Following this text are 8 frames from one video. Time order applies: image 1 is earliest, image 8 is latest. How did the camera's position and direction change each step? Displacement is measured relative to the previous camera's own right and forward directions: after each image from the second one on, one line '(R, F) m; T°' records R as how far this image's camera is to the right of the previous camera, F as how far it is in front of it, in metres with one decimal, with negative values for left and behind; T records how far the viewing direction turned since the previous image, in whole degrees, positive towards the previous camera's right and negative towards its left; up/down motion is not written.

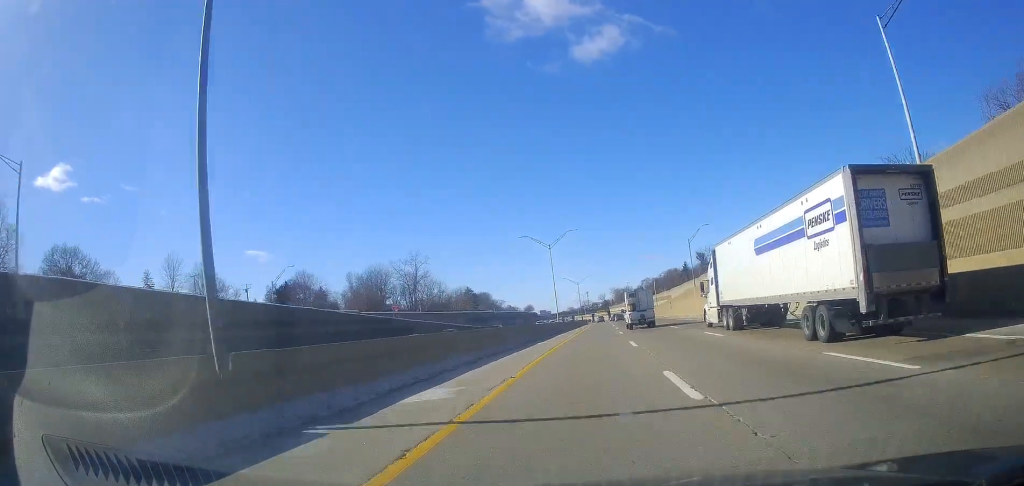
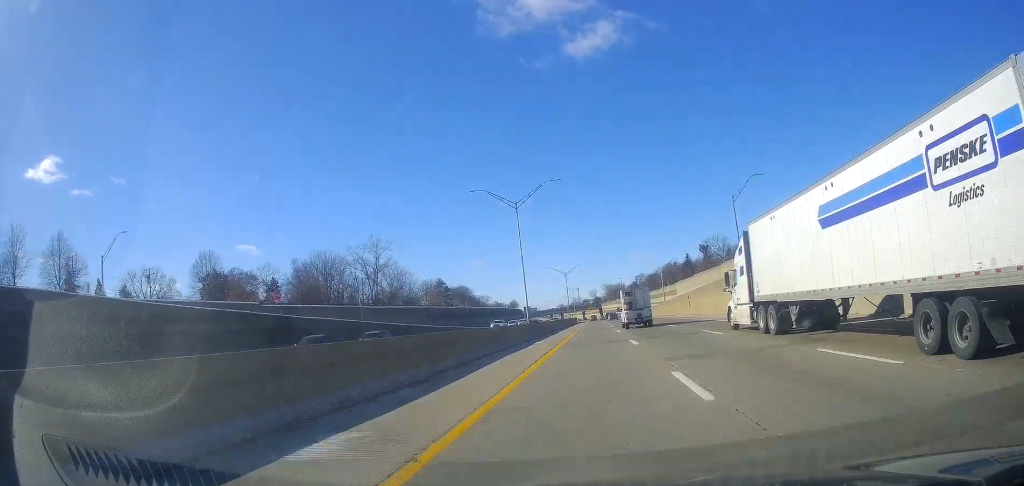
(+0.2, +30.0) m; 0°
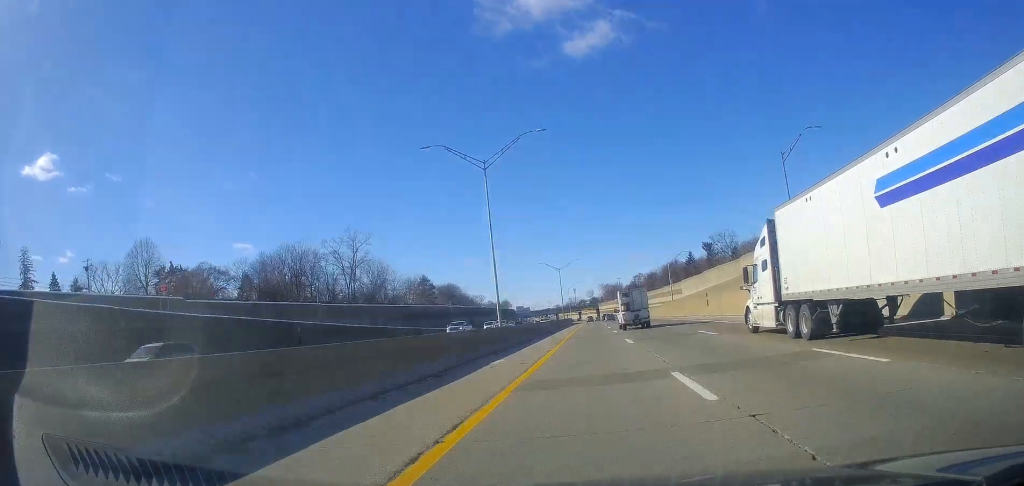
(0.0, +15.0) m; 0°
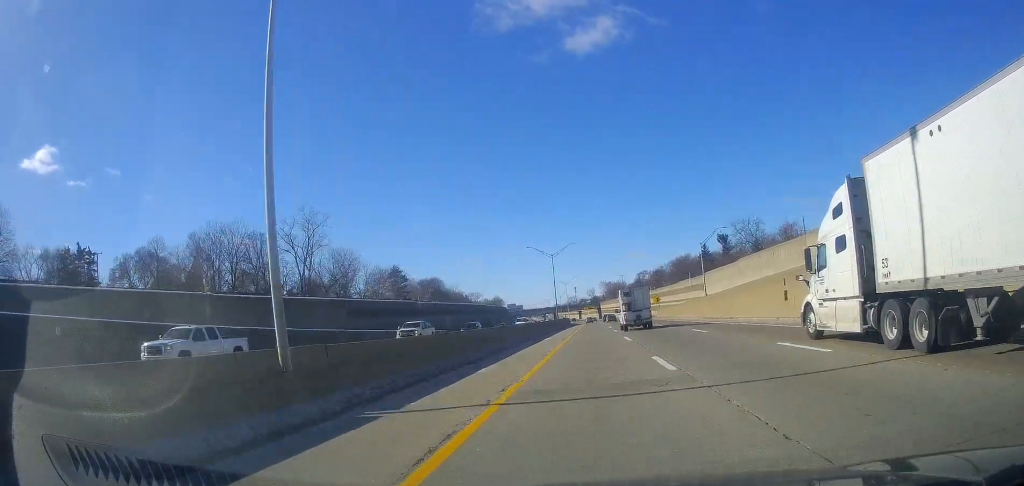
(0.0, +27.6) m; 0°
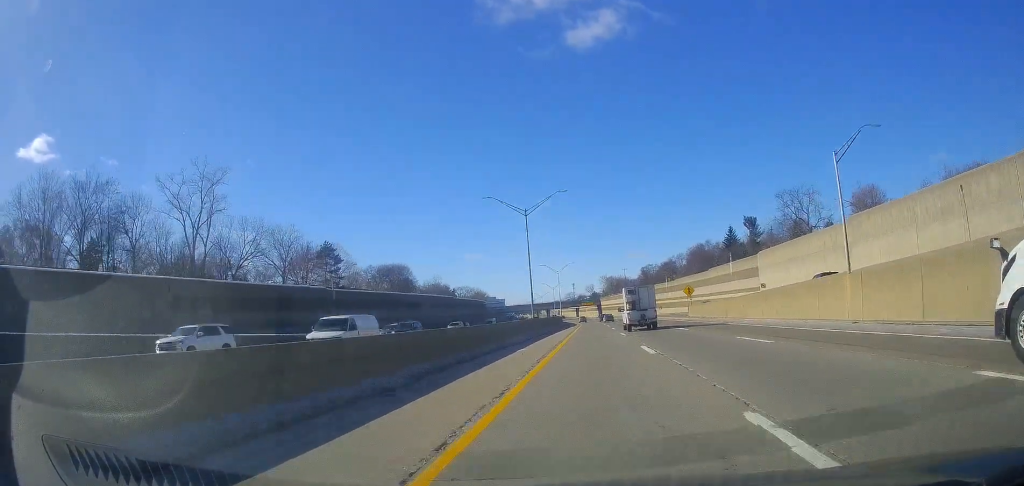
(+0.3, +40.5) m; 0°
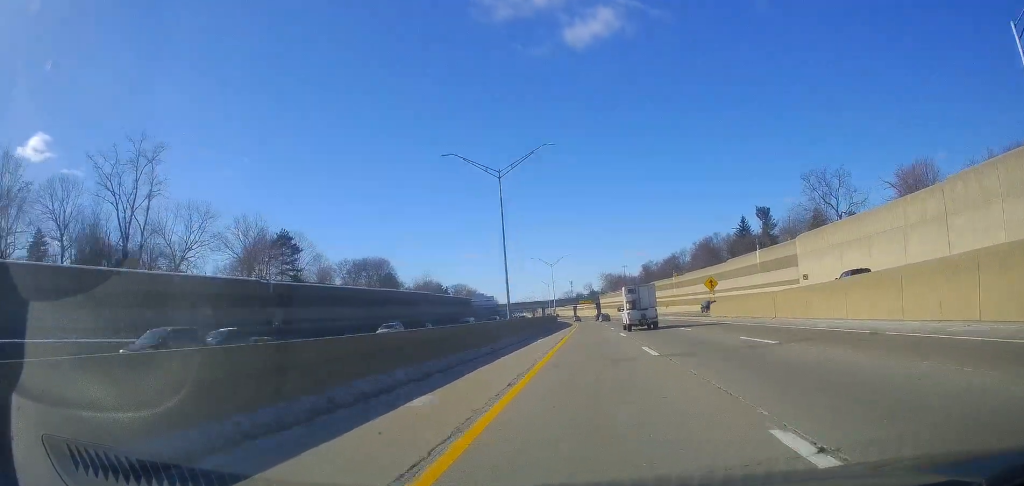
(+0.3, +16.5) m; 0°
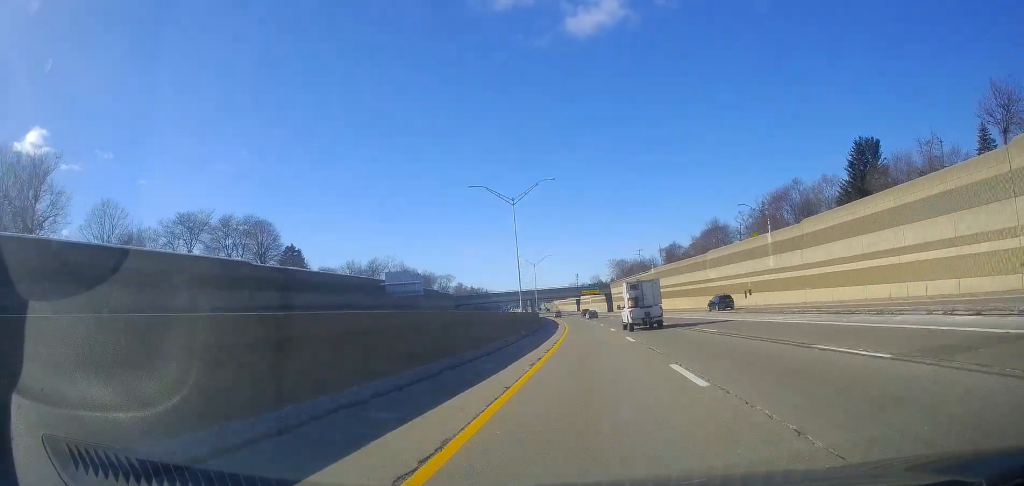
(-1.9, +68.8) m; -2°
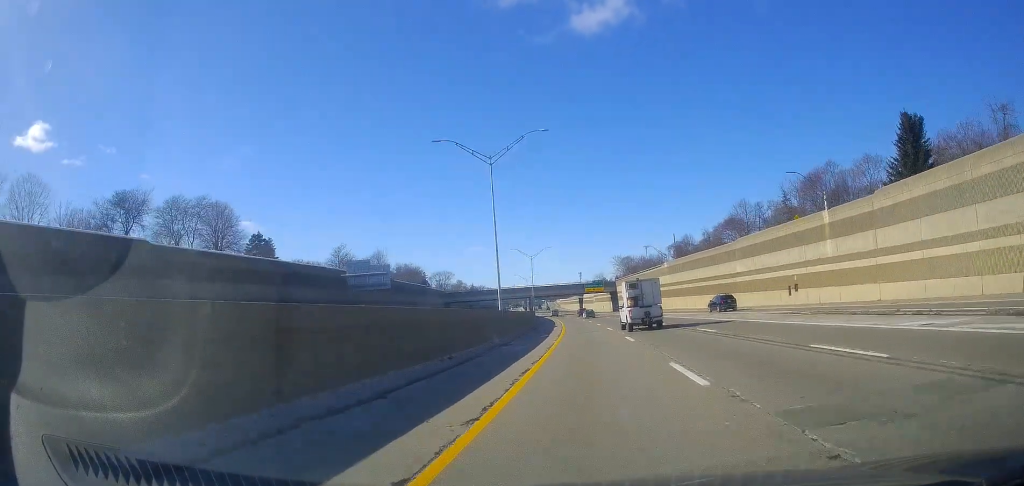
(0.0, +15.4) m; 0°
